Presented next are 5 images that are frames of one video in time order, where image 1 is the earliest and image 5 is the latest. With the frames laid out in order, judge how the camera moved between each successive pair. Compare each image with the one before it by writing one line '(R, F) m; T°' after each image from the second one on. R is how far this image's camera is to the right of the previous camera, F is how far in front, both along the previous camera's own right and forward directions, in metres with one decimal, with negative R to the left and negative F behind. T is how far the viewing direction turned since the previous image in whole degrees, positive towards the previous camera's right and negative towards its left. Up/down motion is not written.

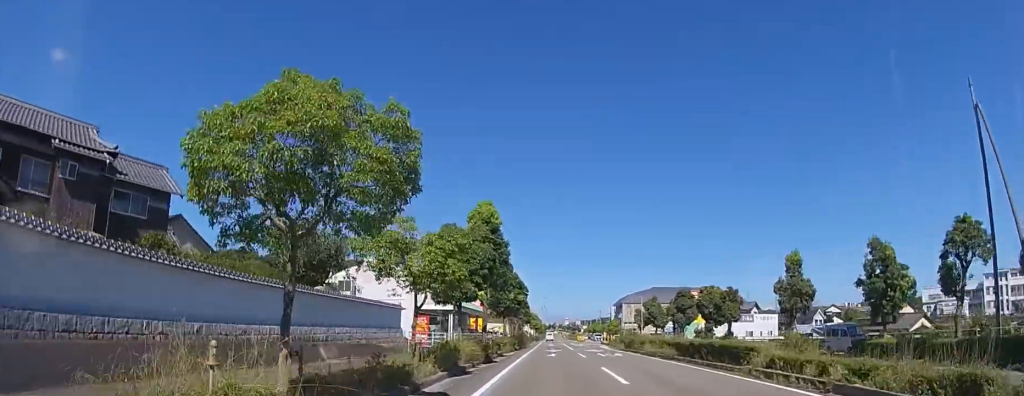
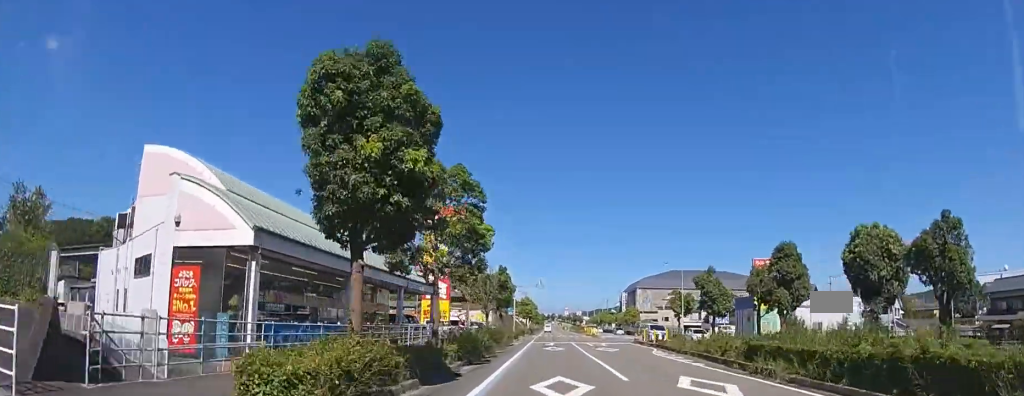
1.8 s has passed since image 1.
(0.0, +29.8) m; 0°
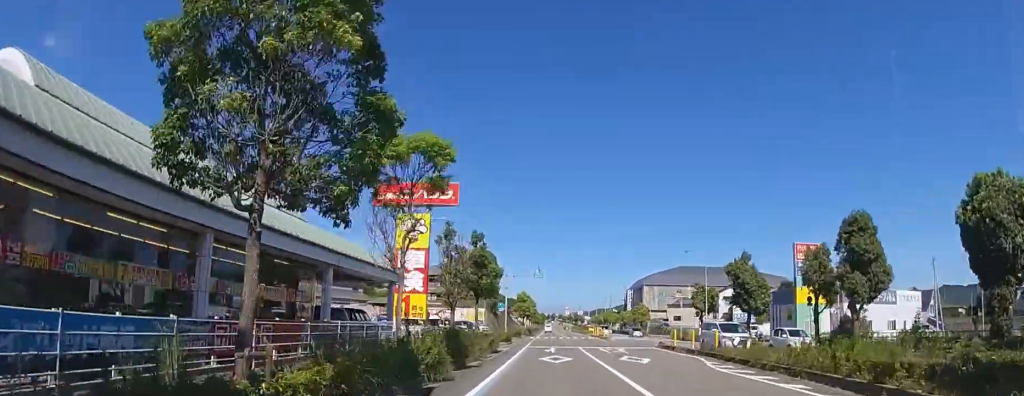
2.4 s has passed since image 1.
(0.0, +10.0) m; 0°
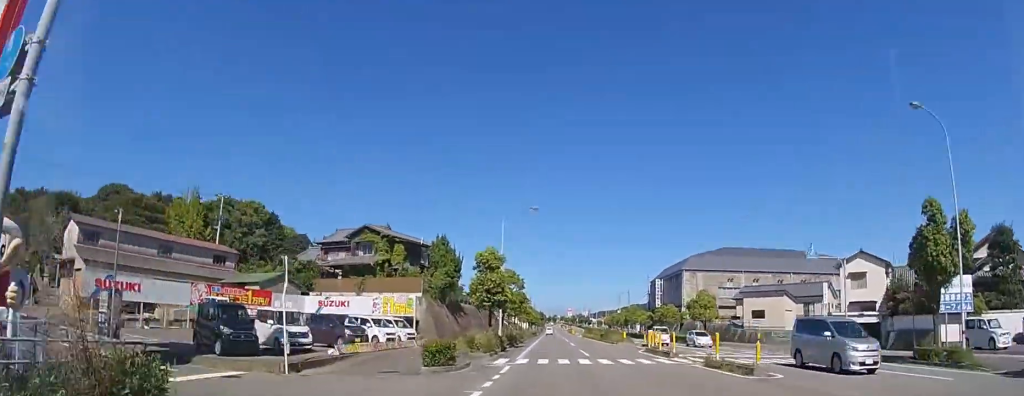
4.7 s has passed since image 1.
(+0.1, +38.0) m; 0°
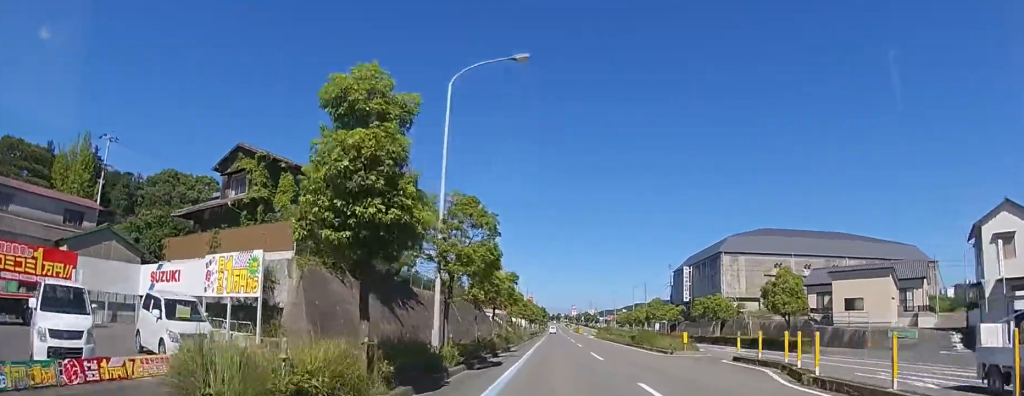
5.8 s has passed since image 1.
(-0.1, +19.7) m; 0°
